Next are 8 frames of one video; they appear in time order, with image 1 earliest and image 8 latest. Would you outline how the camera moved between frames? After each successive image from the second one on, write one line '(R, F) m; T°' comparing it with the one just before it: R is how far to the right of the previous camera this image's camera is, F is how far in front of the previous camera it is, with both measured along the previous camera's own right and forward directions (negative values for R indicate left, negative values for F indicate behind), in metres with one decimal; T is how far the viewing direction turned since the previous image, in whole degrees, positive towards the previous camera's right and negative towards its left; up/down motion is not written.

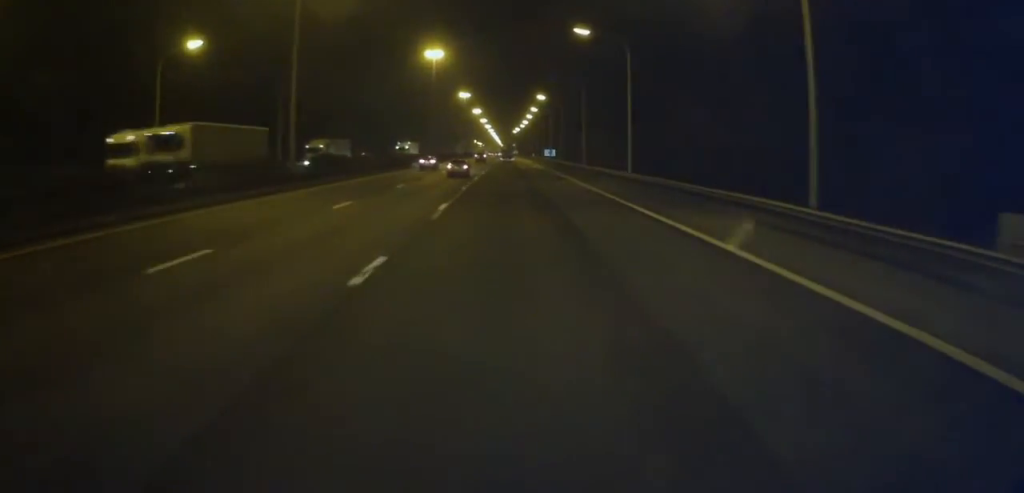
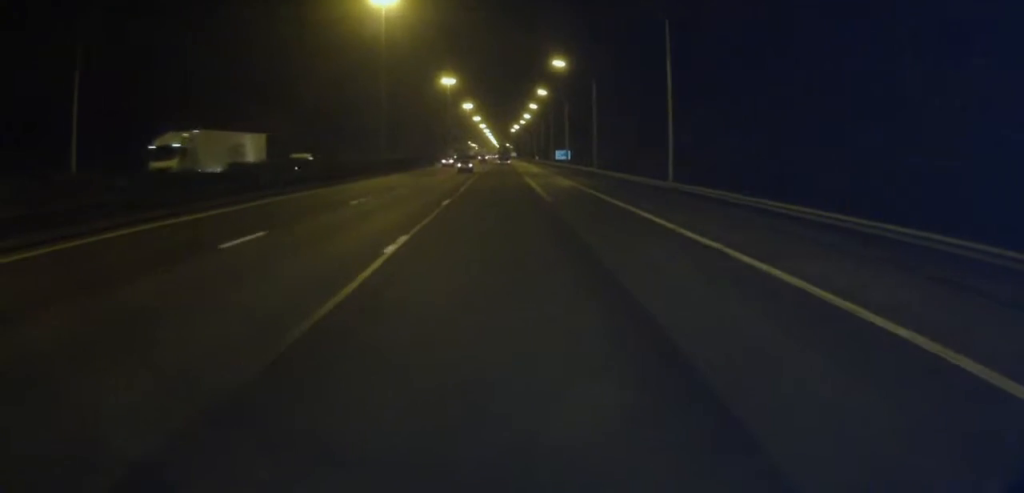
(0.0, +46.8) m; 0°
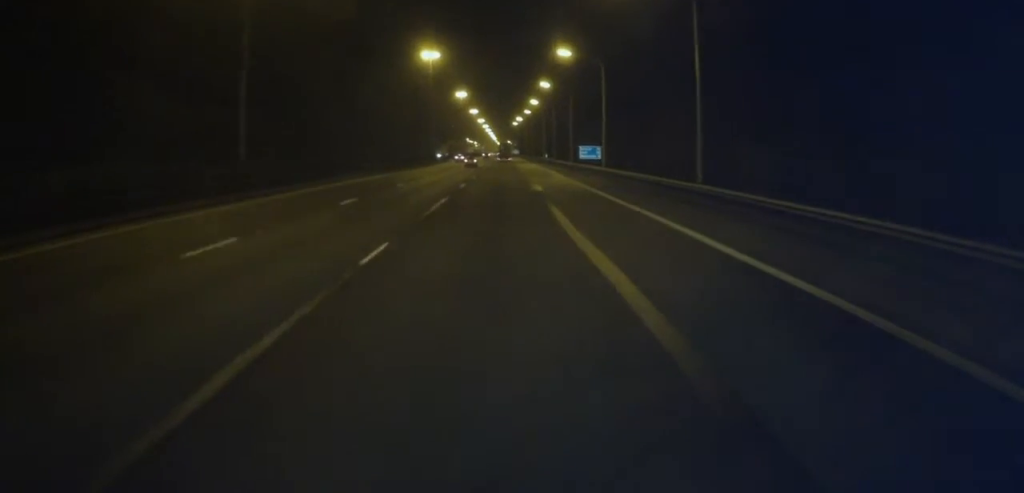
(+0.2, +38.9) m; 0°
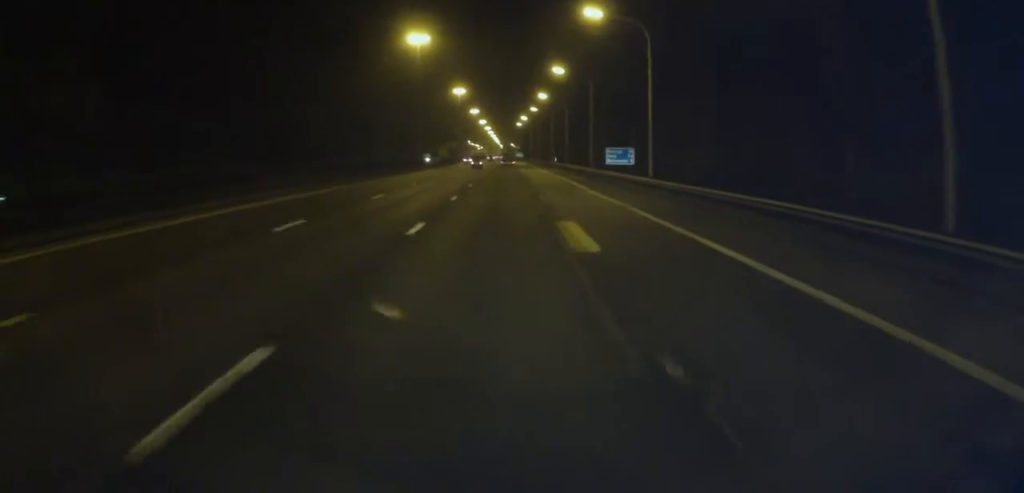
(-0.4, +20.3) m; 0°
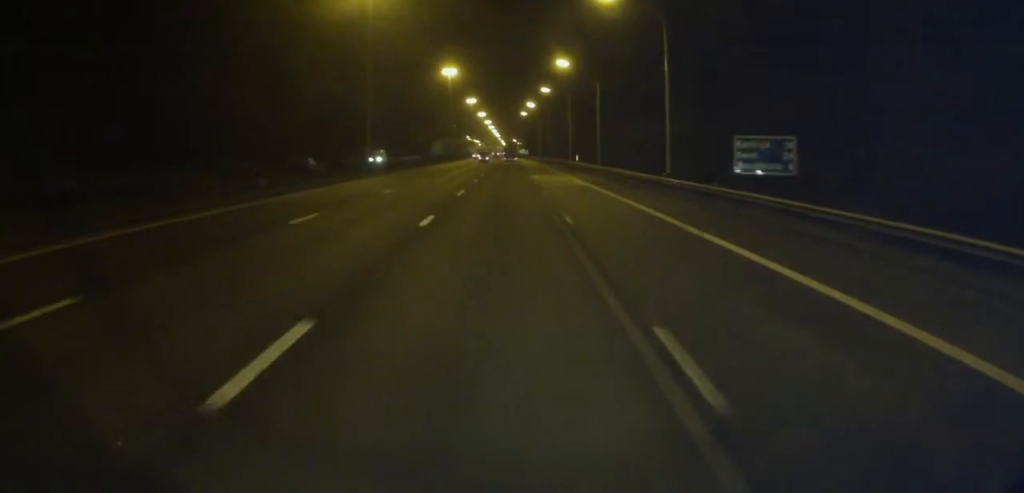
(+0.2, +36.7) m; 0°
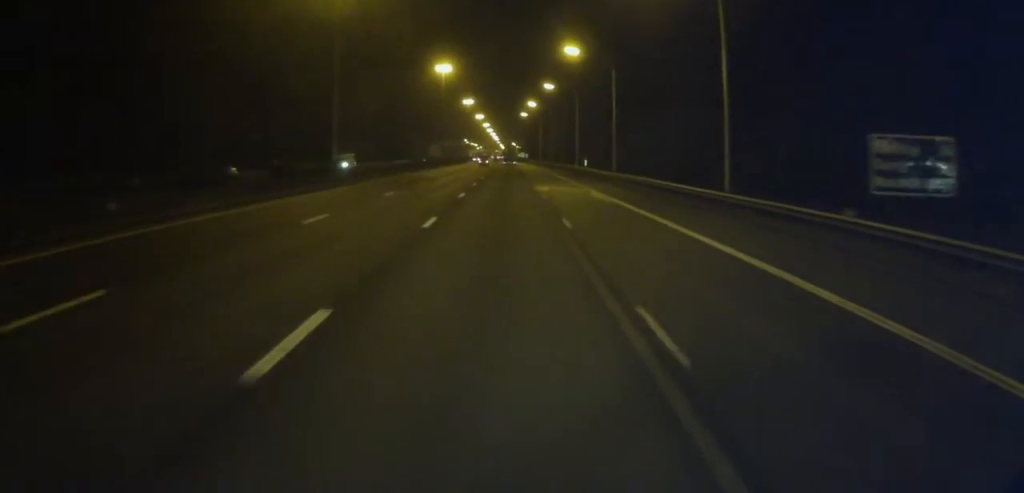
(-0.2, +11.8) m; 0°
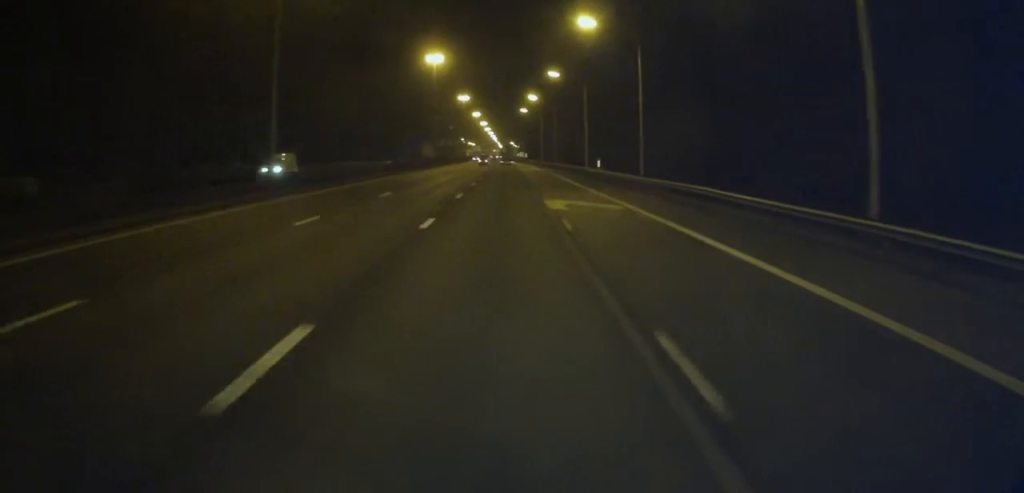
(+0.3, +13.4) m; 0°
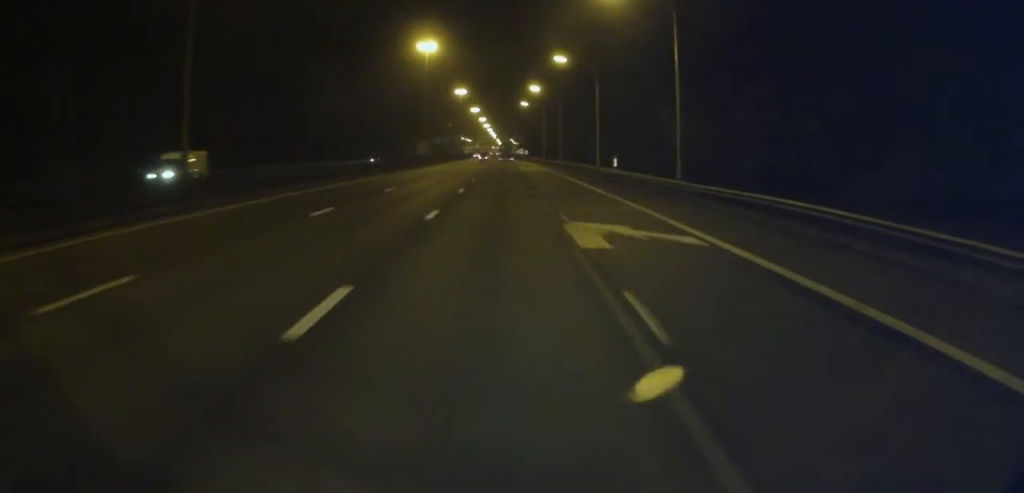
(+0.1, +11.0) m; 0°
